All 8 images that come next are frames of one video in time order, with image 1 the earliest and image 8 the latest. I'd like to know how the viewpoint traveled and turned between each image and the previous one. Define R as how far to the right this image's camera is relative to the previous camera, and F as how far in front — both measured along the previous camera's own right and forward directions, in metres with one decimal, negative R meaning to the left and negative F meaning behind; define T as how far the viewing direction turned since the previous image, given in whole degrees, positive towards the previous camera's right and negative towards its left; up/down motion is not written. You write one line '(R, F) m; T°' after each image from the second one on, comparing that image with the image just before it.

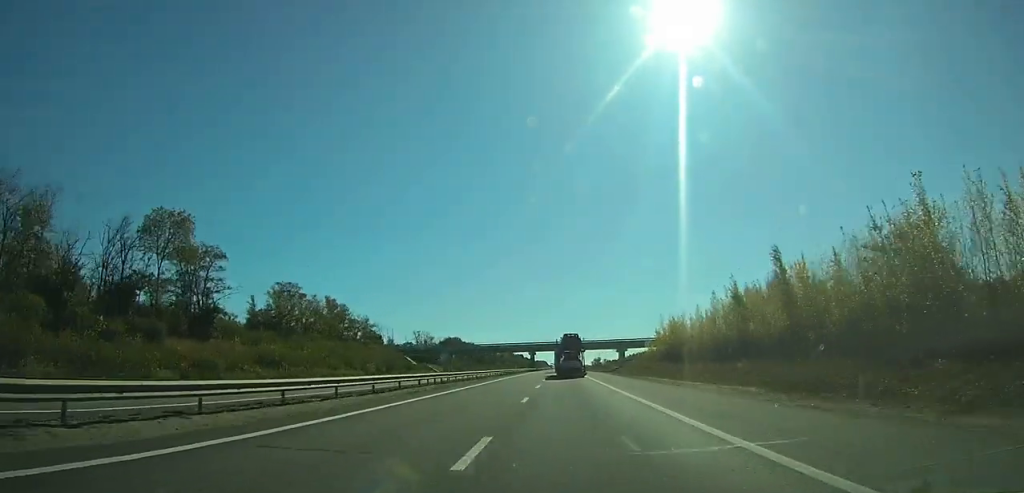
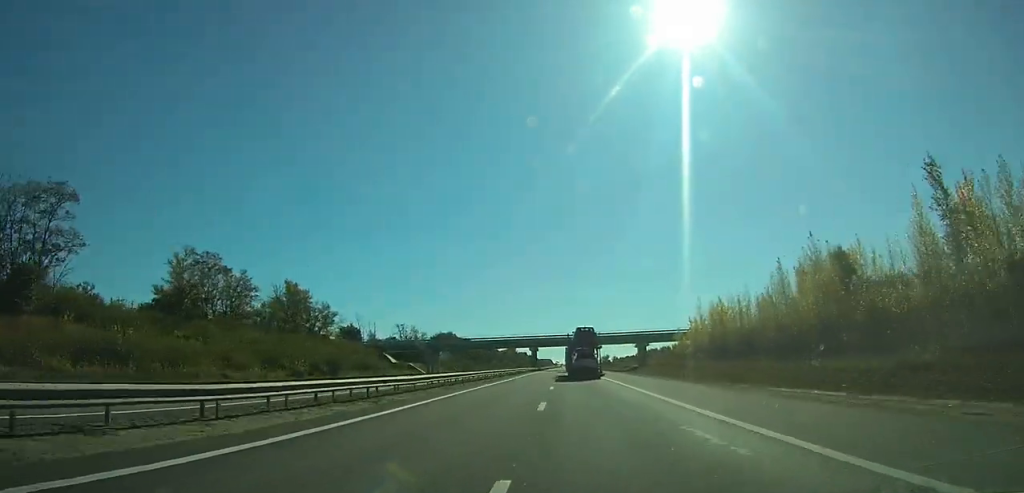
(0.0, +27.2) m; 0°
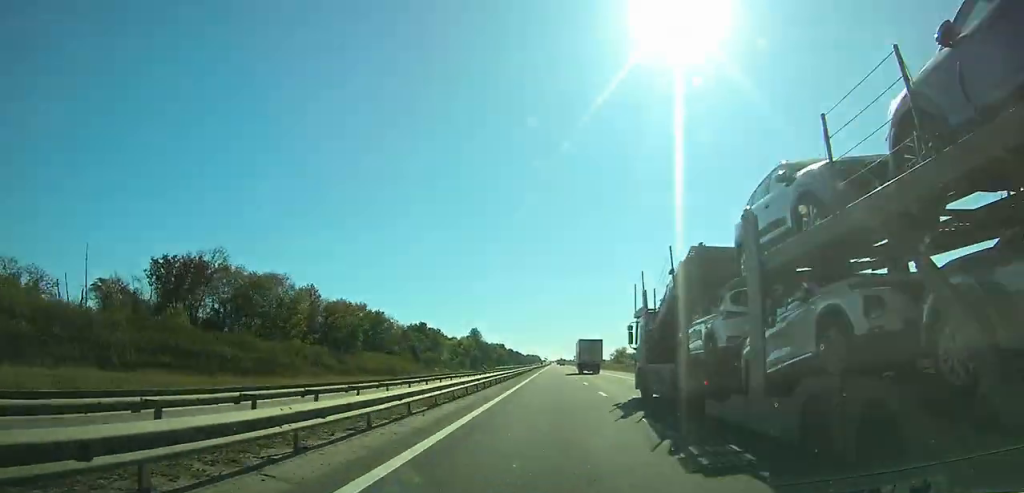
(+0.8, +147.6) m; +1°
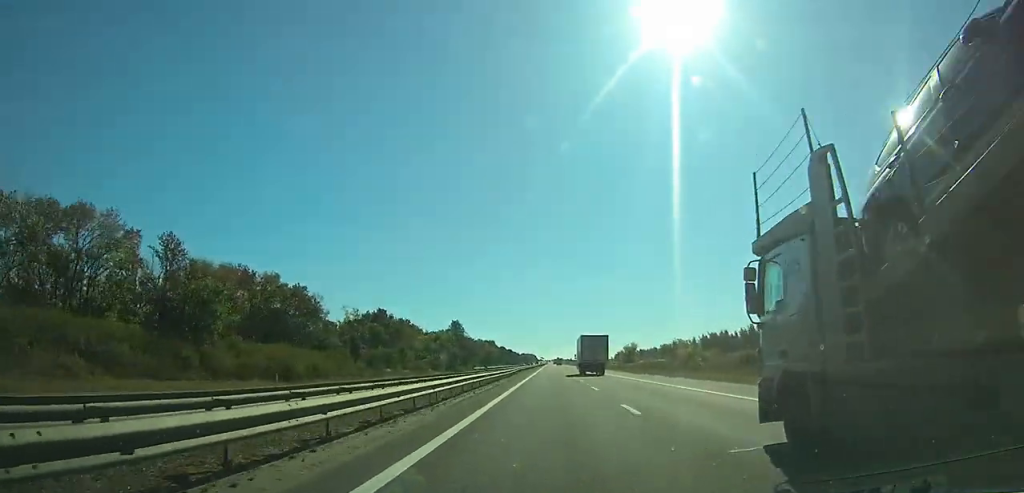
(+0.1, +43.2) m; 0°
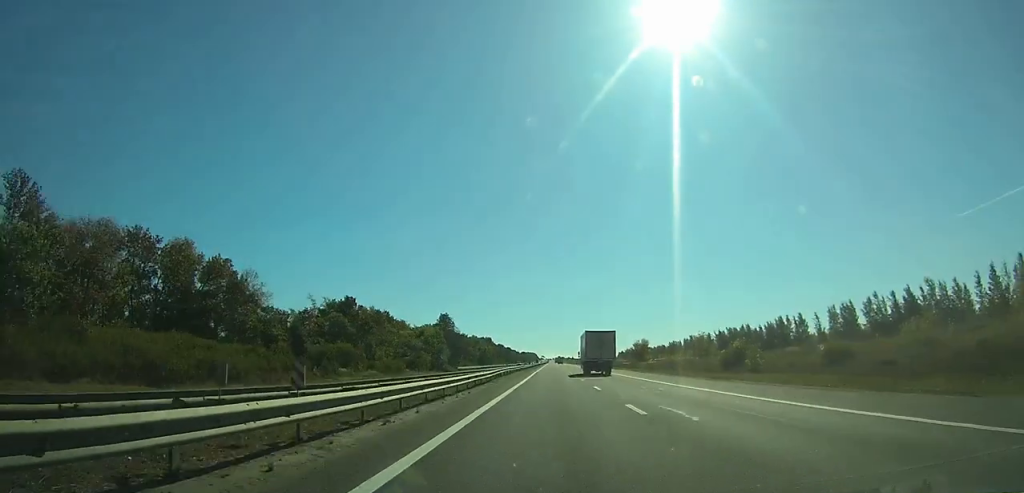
(0.0, +24.5) m; 0°
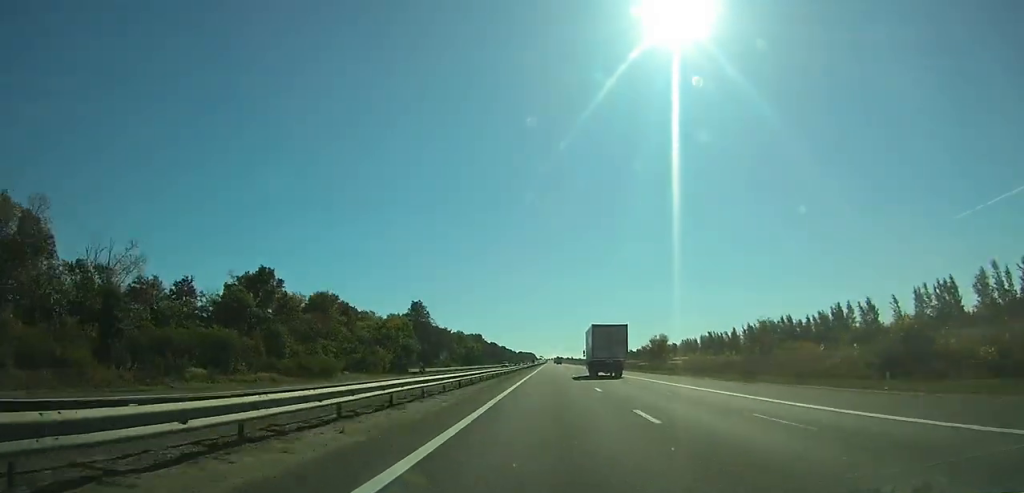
(+0.1, +37.9) m; 0°
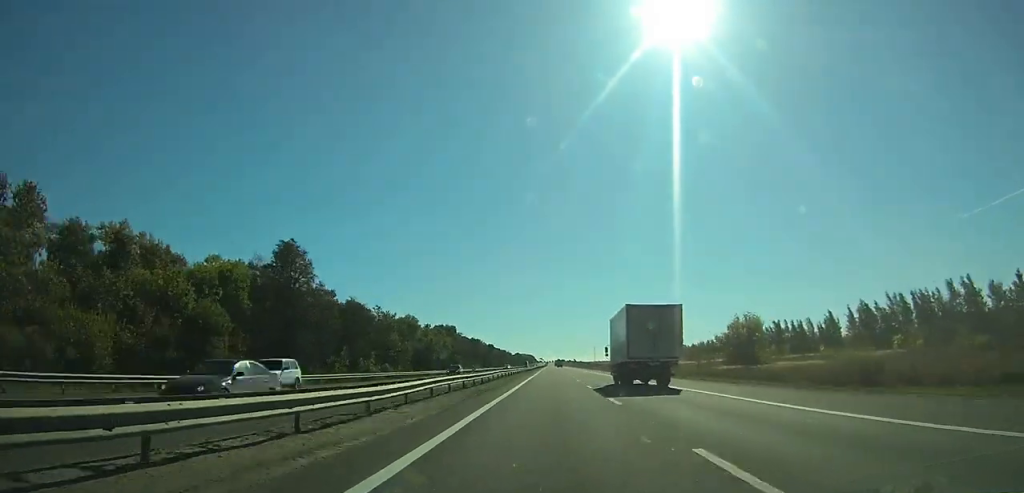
(+0.1, +77.7) m; 0°
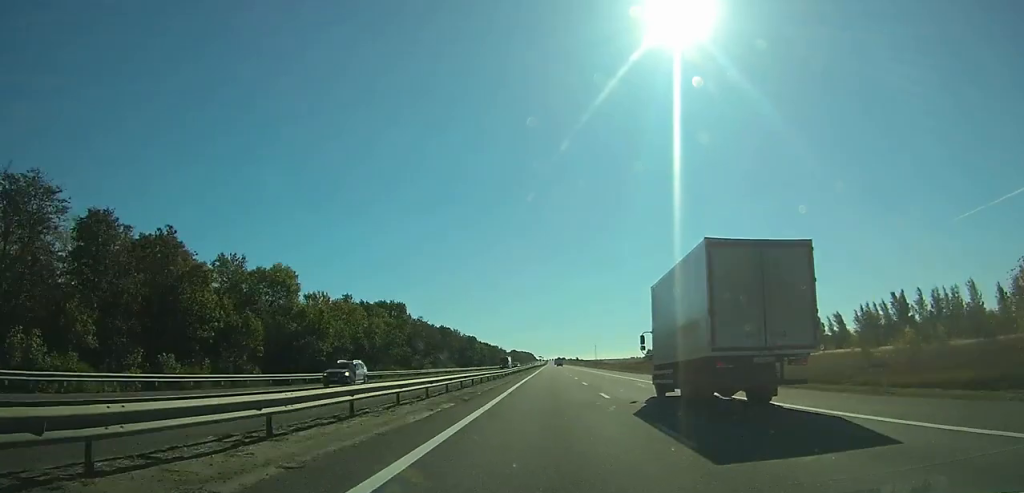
(0.0, +68.5) m; 0°
